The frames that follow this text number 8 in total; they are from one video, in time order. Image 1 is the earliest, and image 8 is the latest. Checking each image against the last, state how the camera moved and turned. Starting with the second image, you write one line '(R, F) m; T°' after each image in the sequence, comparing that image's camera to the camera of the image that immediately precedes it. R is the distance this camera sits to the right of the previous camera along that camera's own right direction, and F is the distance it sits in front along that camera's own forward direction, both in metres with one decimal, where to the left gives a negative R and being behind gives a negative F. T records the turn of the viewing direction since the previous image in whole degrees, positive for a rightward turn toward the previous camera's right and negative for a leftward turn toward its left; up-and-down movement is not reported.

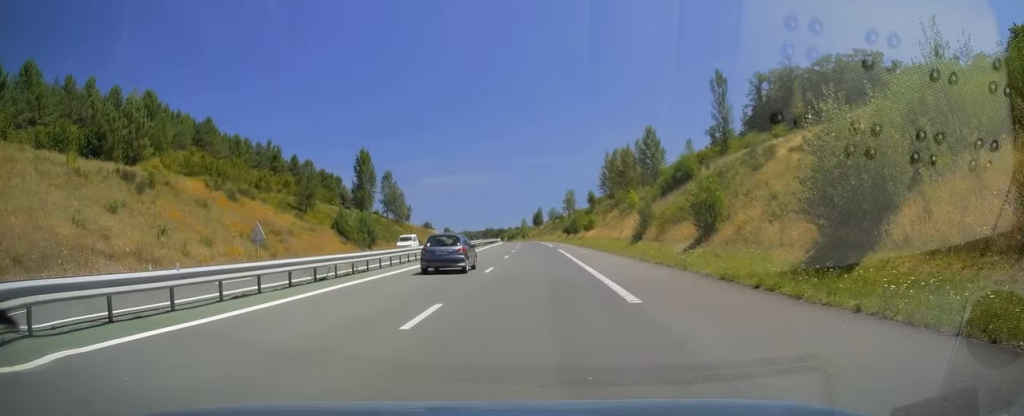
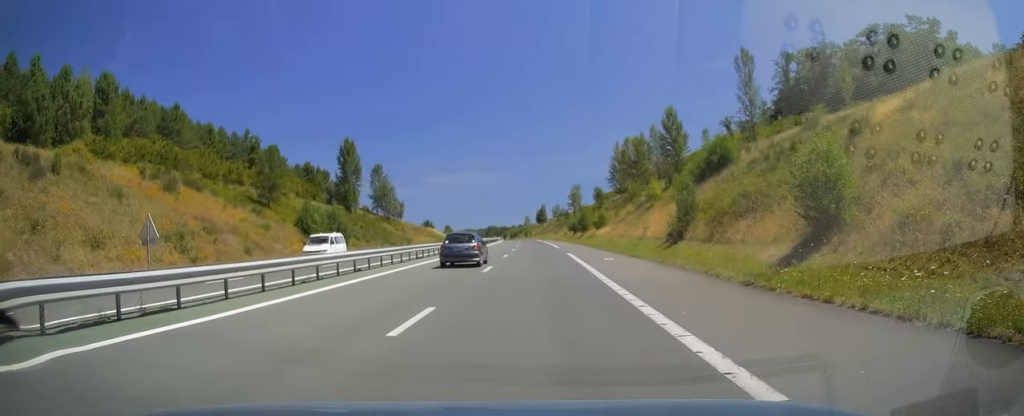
(-0.1, +13.8) m; -1°
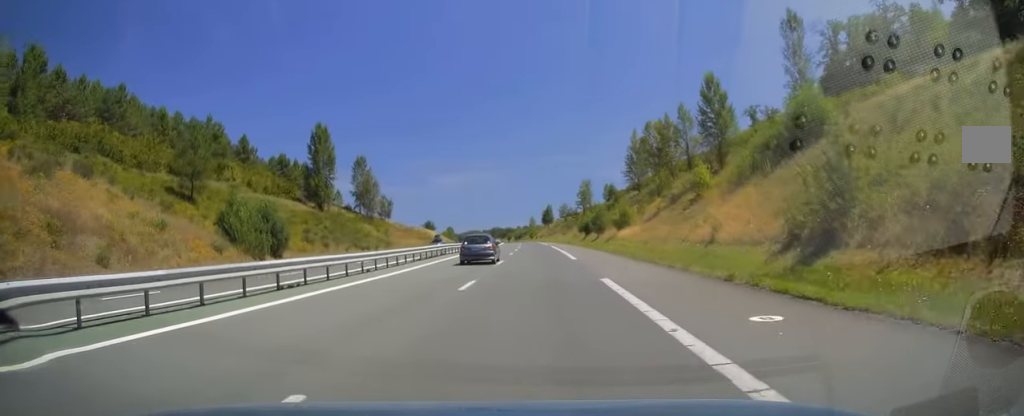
(-0.2, +19.1) m; 0°
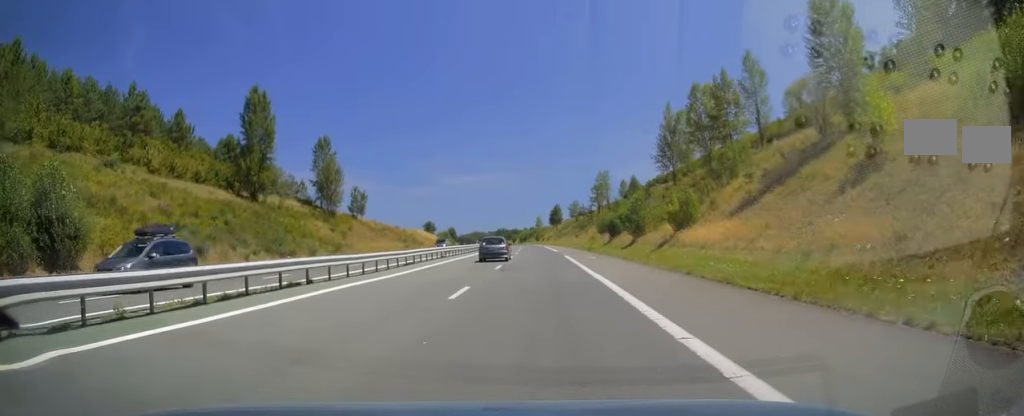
(-0.1, +28.1) m; 0°
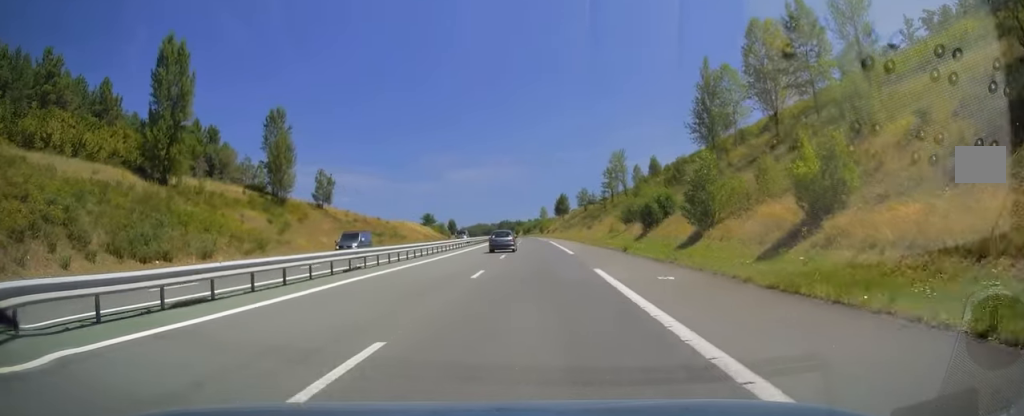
(+0.2, +21.7) m; 0°
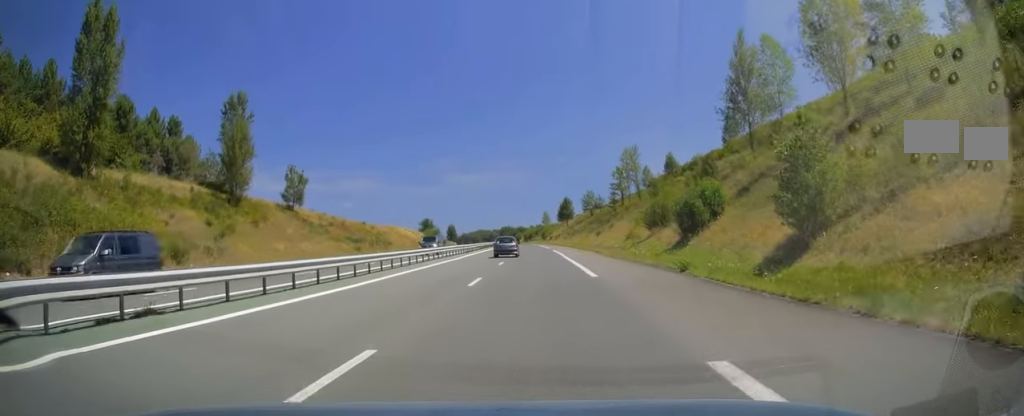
(-0.2, +13.3) m; -1°
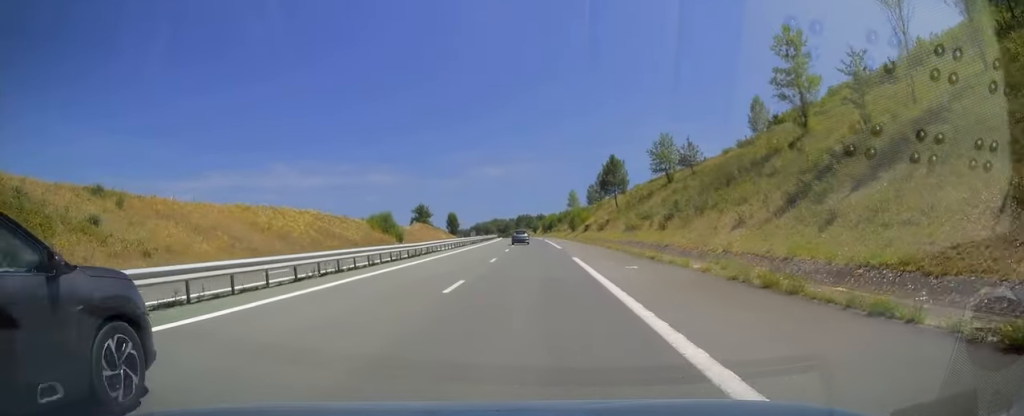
(-1.4, +81.9) m; -2°
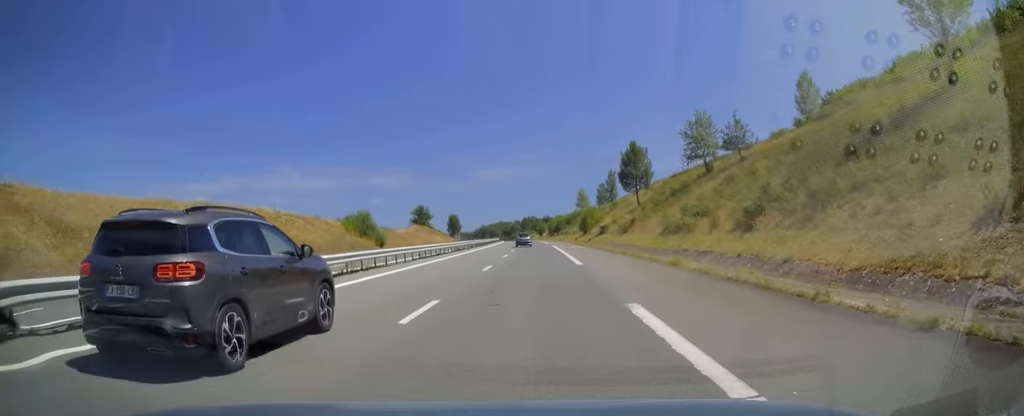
(-0.1, +17.3) m; -1°
